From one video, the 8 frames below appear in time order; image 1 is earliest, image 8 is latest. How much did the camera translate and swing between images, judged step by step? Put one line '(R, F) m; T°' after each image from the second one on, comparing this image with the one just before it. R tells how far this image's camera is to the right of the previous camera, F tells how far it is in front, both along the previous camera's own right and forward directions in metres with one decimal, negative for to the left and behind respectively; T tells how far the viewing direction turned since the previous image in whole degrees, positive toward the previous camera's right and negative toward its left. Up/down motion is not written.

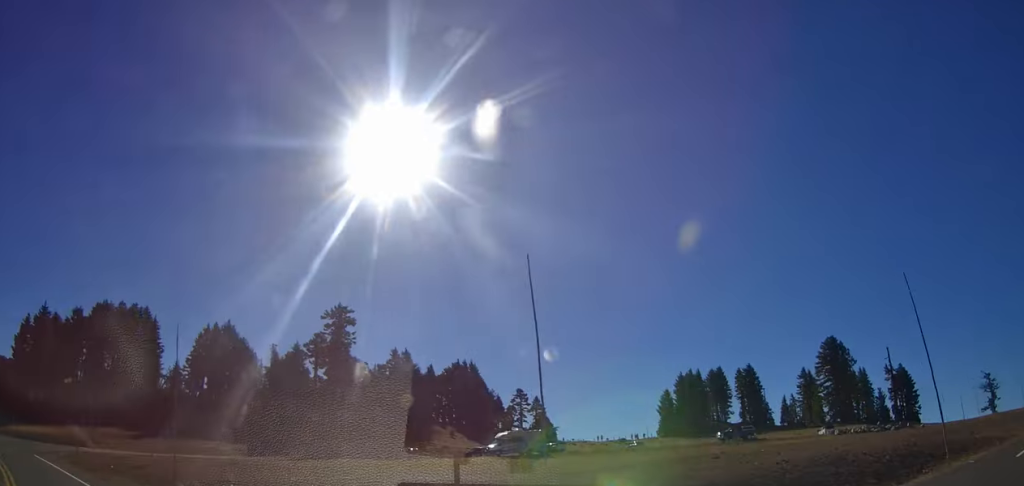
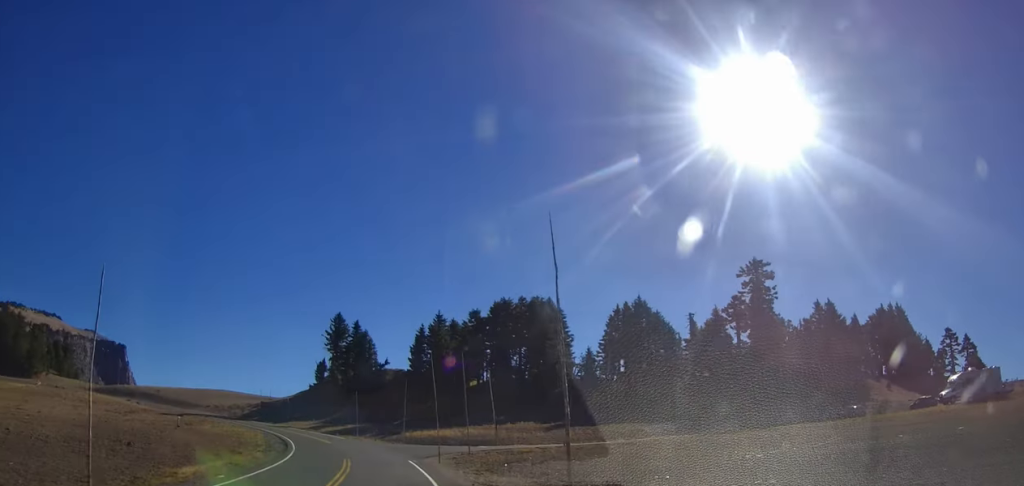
(-2.8, +6.9) m; -43°
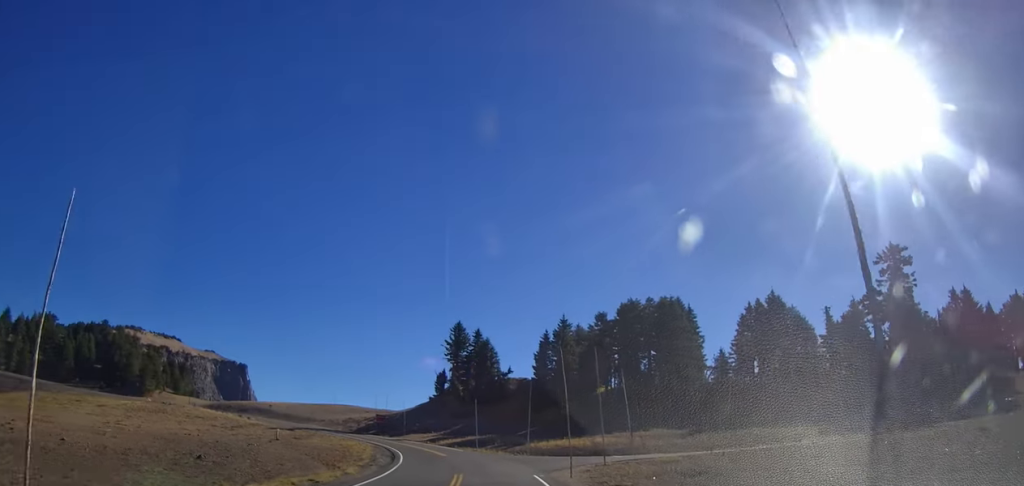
(-0.9, +4.6) m; -12°
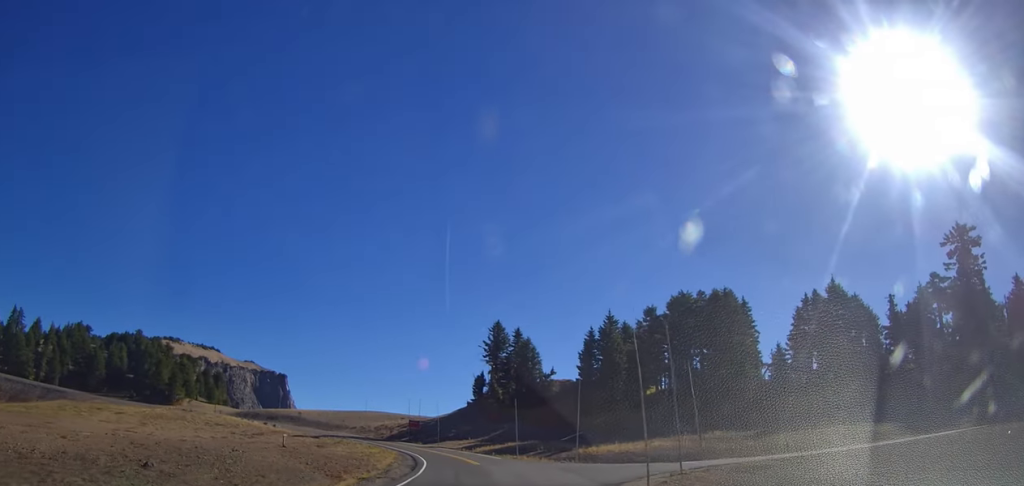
(-0.5, +6.2) m; -7°
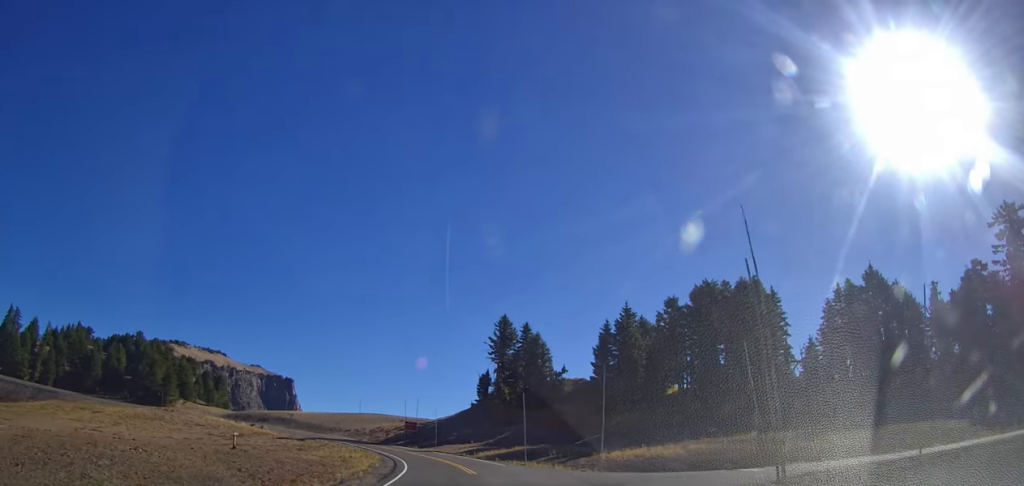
(-0.4, +7.8) m; -1°
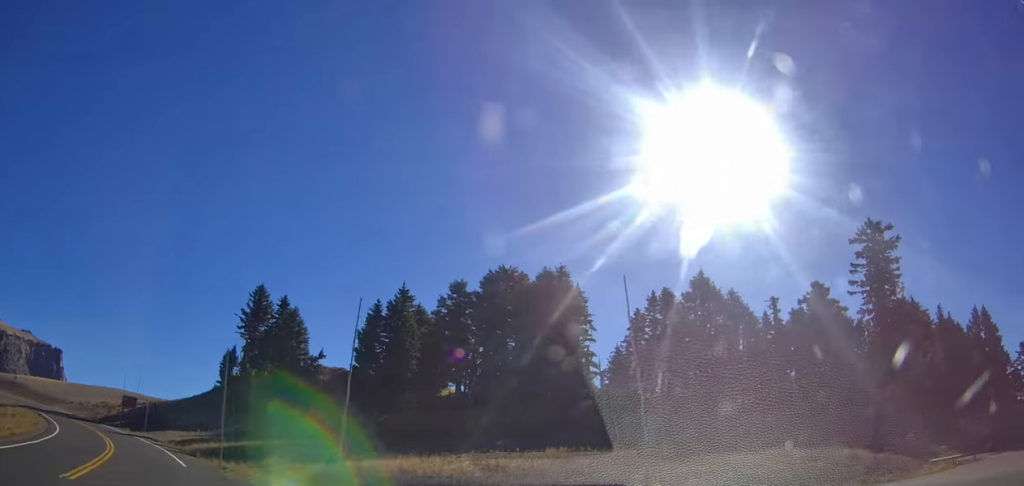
(+1.0, +15.7) m; +20°
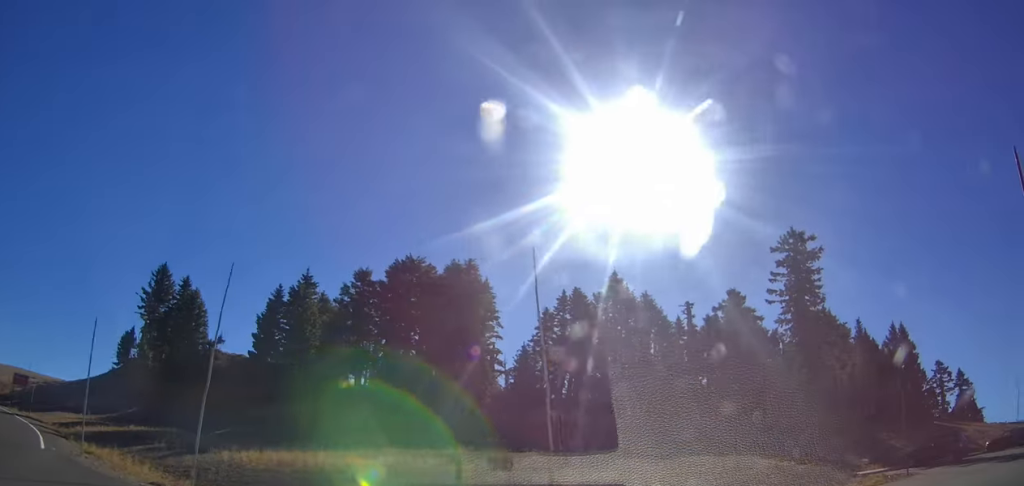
(+0.5, +2.4) m; +10°
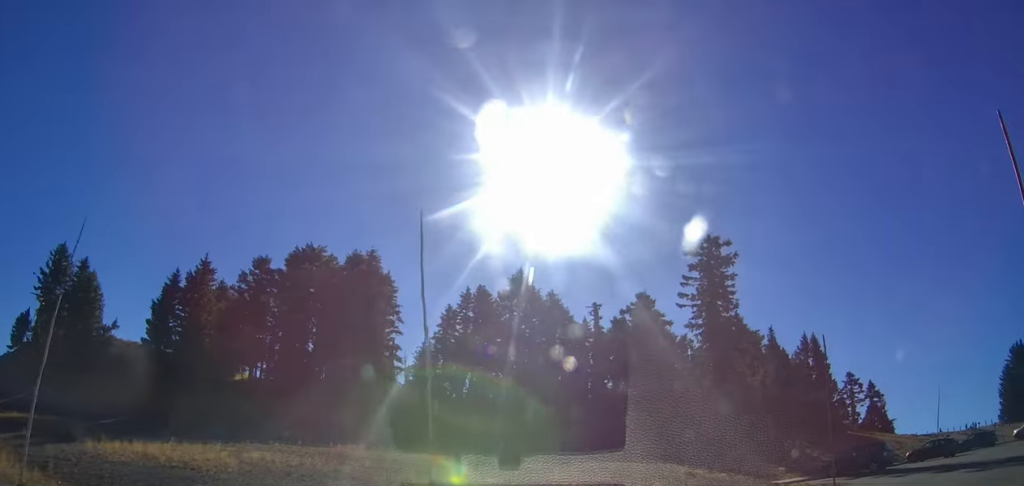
(+0.4, +2.4) m; +10°
